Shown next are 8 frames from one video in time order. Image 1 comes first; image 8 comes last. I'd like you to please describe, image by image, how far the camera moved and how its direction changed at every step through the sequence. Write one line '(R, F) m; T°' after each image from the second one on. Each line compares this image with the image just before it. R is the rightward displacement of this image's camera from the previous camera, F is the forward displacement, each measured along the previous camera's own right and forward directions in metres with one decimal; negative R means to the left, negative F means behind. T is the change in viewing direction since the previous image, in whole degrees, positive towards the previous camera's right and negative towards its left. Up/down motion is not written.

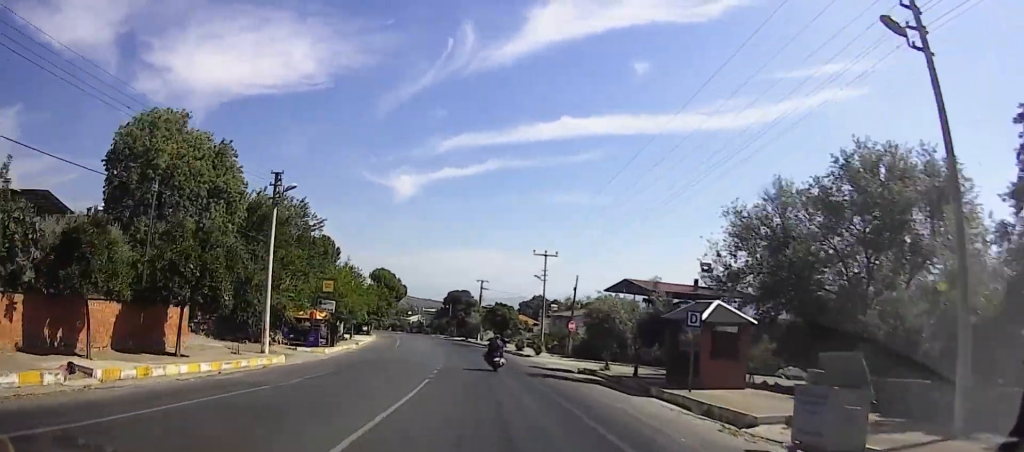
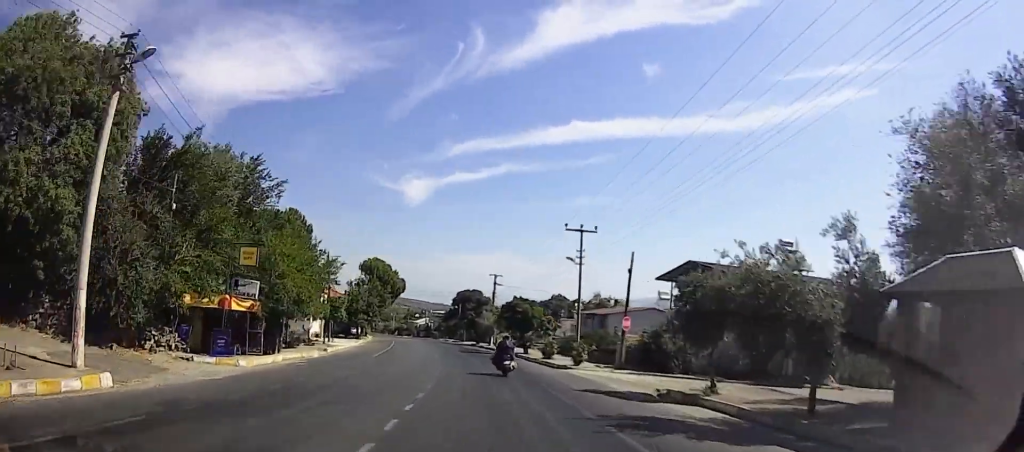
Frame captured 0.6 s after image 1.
(+2.2, +13.4) m; +7°
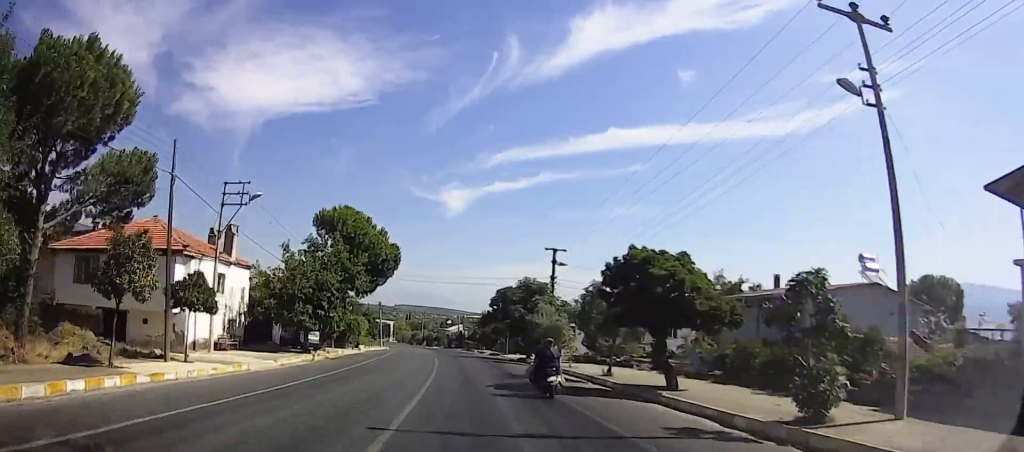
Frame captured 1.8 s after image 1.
(+0.5, +29.8) m; -13°
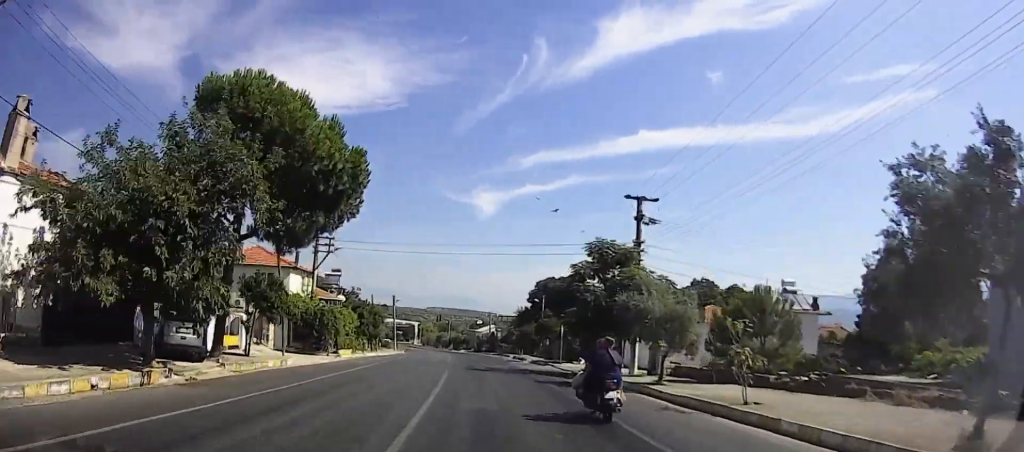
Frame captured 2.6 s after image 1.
(-4.7, +18.5) m; -13°
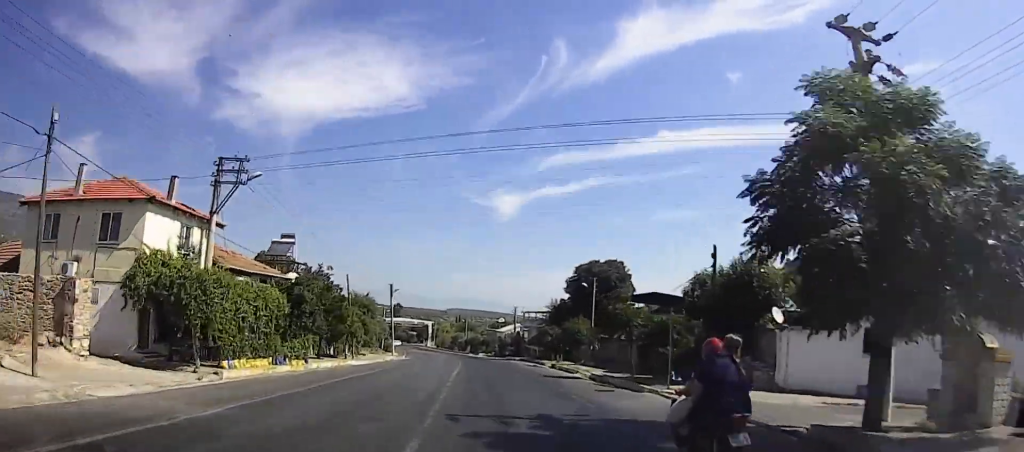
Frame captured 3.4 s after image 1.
(-1.1, +20.3) m; -5°
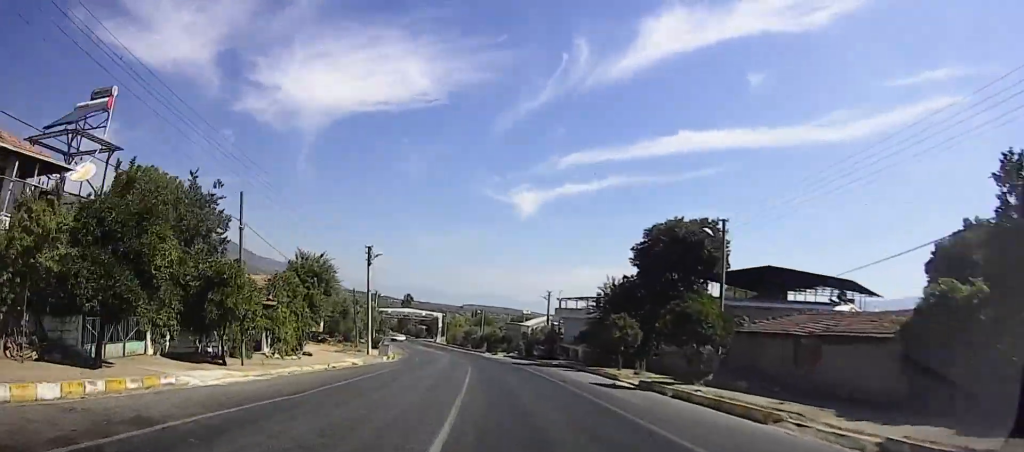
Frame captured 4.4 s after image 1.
(-0.9, +23.6) m; -3°
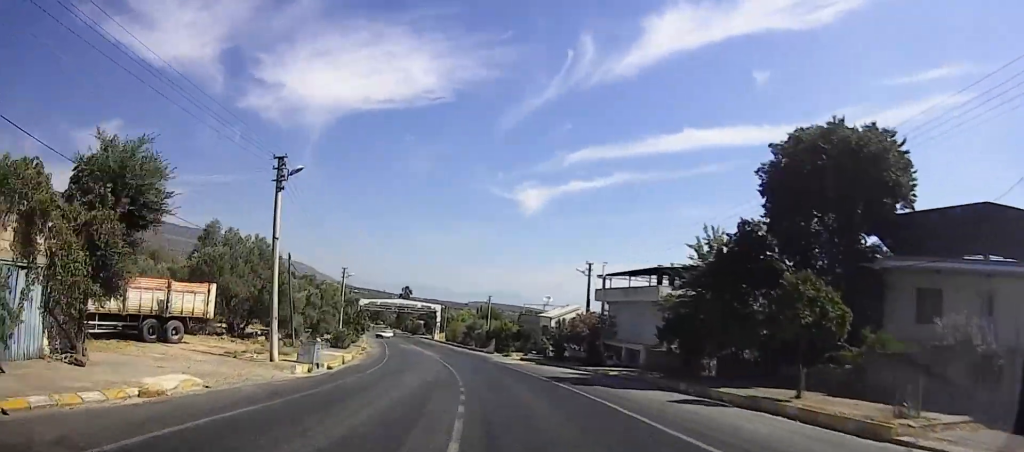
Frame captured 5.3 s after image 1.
(-0.4, +21.9) m; -2°
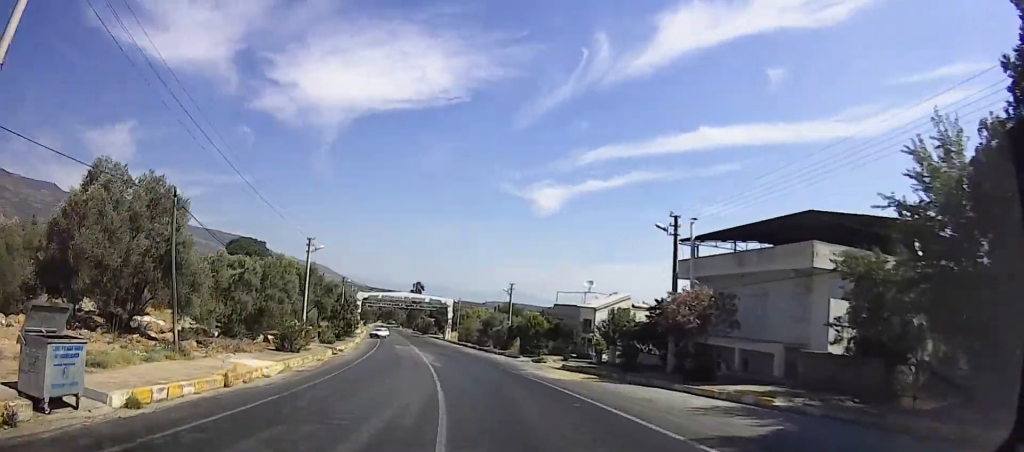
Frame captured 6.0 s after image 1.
(-0.1, +17.2) m; -1°
